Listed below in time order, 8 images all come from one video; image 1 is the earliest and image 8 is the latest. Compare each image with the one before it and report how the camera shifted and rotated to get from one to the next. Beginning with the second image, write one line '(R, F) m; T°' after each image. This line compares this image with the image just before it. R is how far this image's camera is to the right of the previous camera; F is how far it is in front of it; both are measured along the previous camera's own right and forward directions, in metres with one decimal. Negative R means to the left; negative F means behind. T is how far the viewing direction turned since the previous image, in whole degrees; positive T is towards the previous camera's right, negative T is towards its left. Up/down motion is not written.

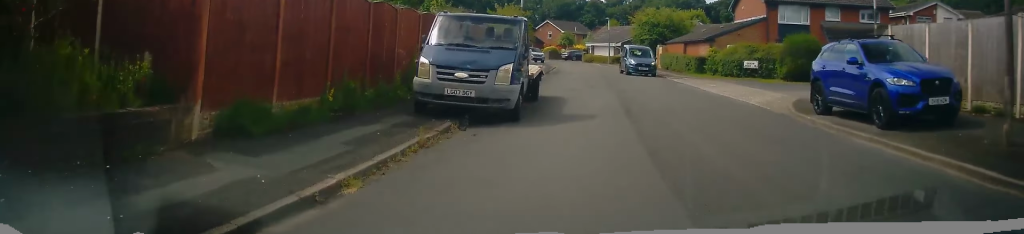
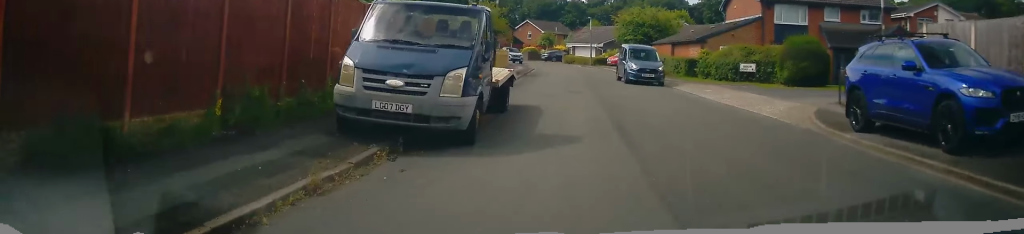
(+0.1, +3.0) m; +3°
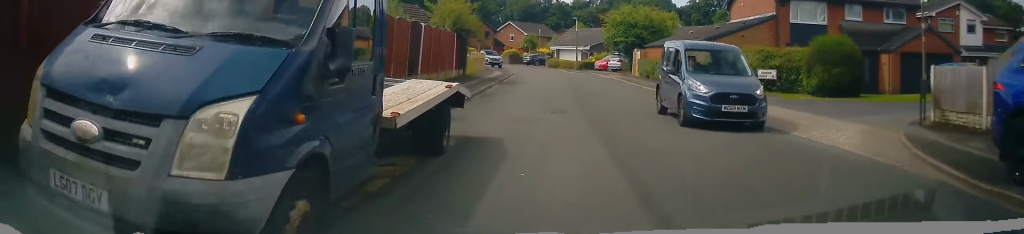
(+0.3, +5.2) m; +3°
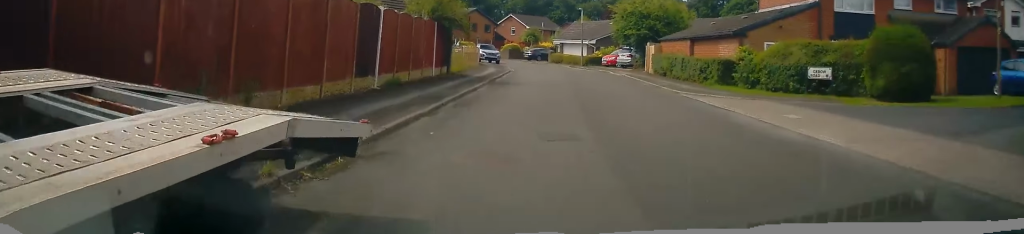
(+0.1, +5.2) m; -1°
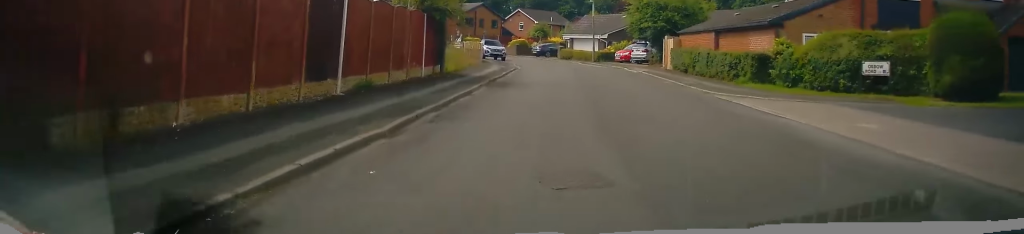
(-0.1, +3.3) m; -1°
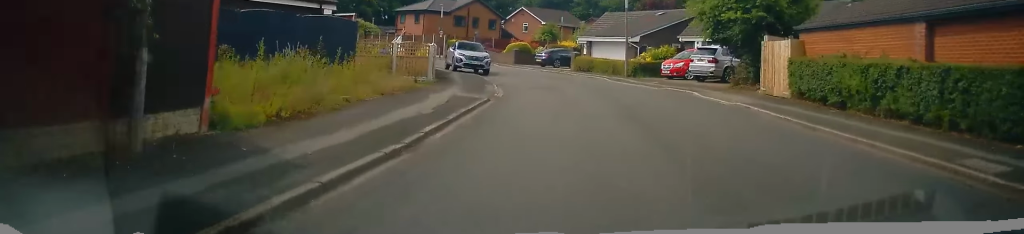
(+0.4, +16.6) m; -1°
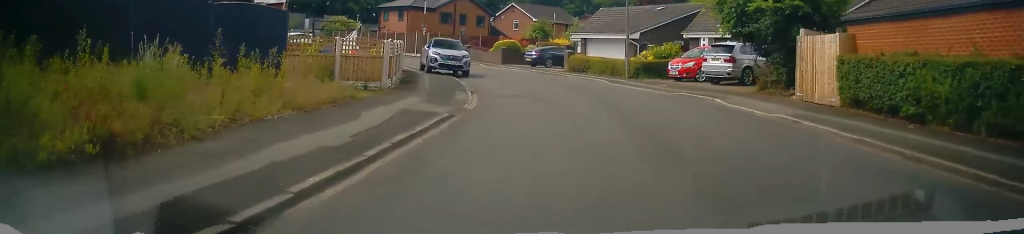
(-0.1, +4.0) m; -1°
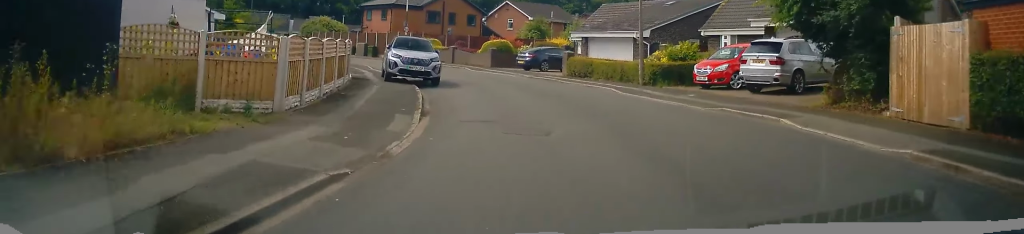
(0.0, +5.7) m; +2°
